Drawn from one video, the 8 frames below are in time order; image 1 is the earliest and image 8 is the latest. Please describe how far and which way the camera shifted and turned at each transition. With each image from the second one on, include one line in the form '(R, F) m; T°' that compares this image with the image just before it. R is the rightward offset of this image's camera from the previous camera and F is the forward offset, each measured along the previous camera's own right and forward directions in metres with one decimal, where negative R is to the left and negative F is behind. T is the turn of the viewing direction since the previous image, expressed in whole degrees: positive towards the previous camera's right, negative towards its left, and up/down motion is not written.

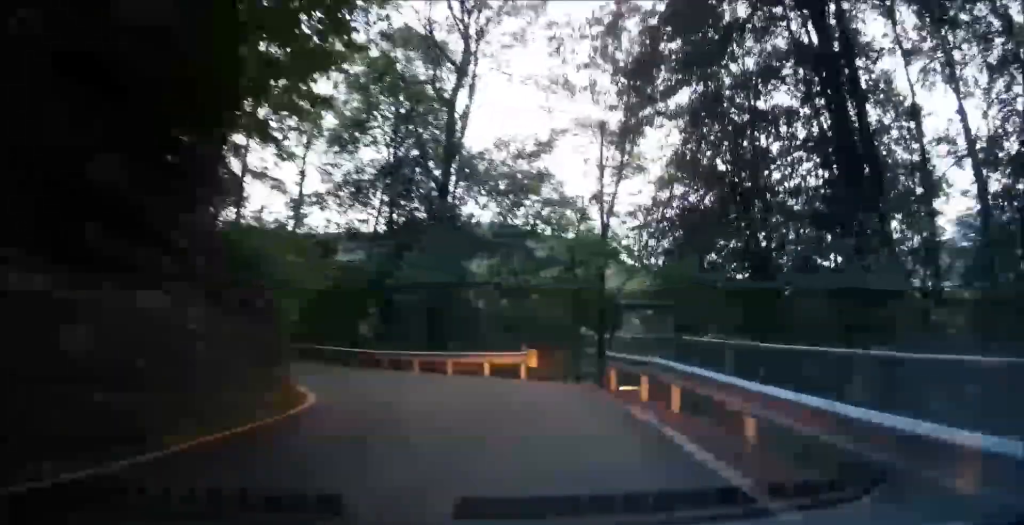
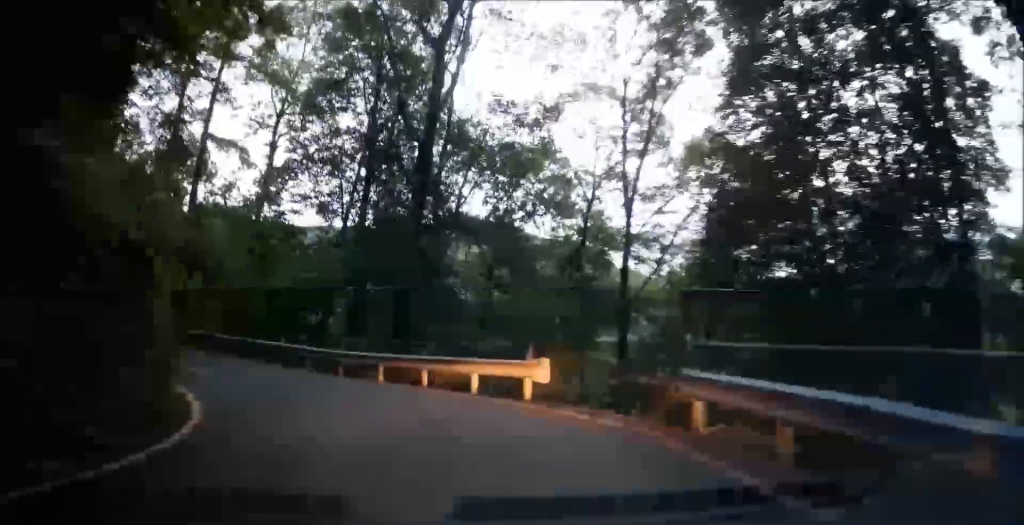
(+0.4, +5.5) m; 0°
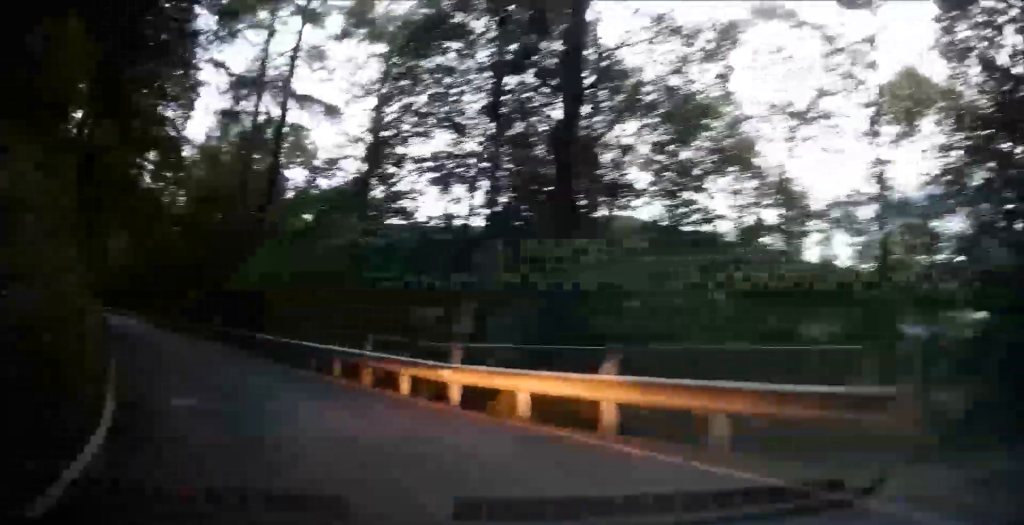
(-0.4, +7.4) m; -8°
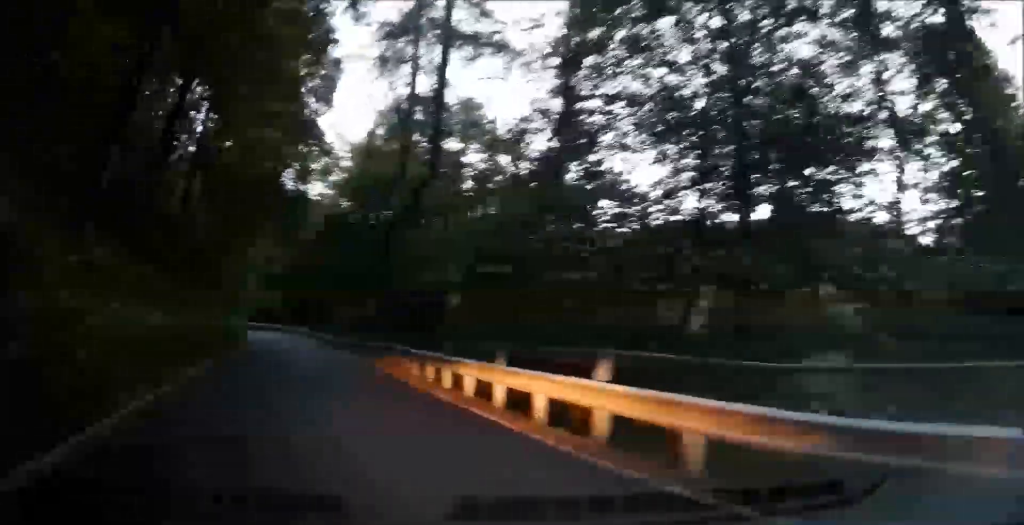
(-0.6, +6.9) m; -10°
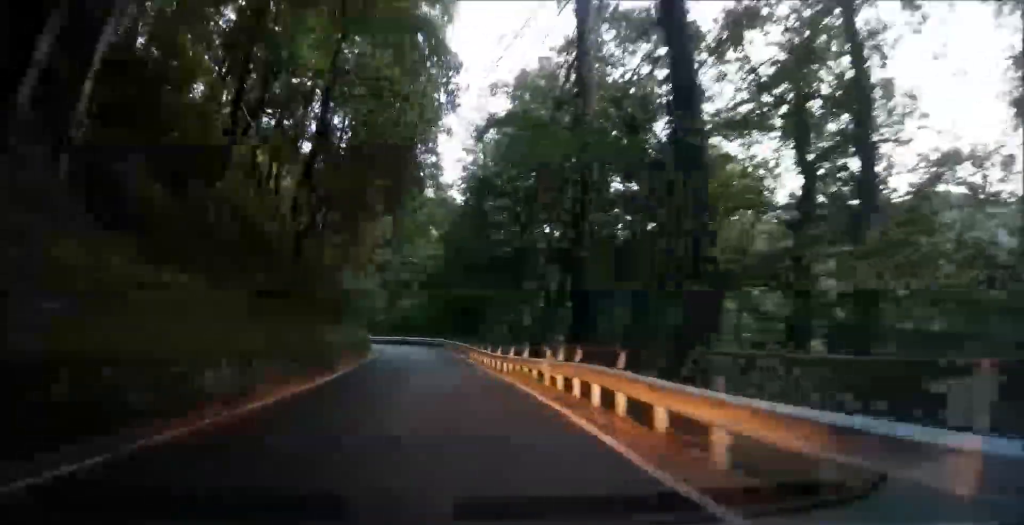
(-1.6, +12.3) m; -7°
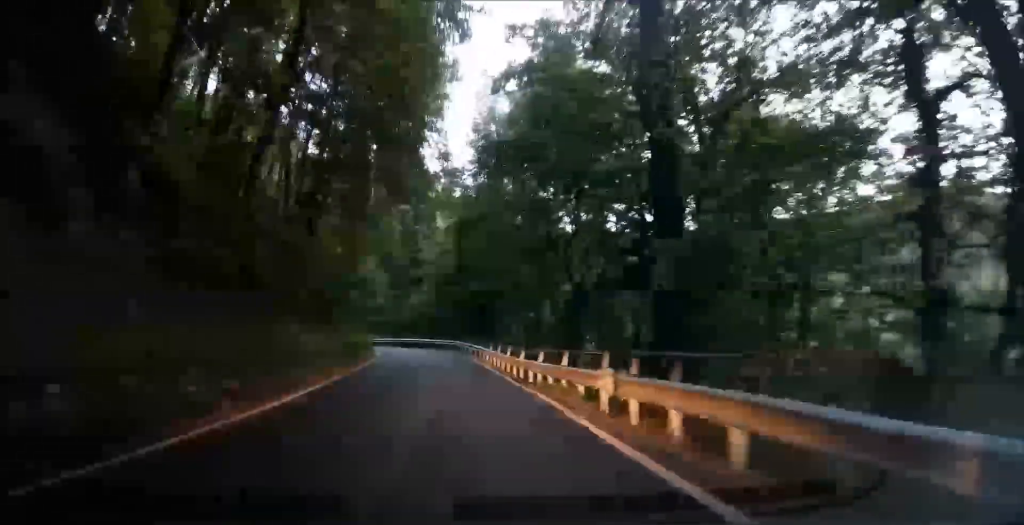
(+0.3, +5.6) m; +1°
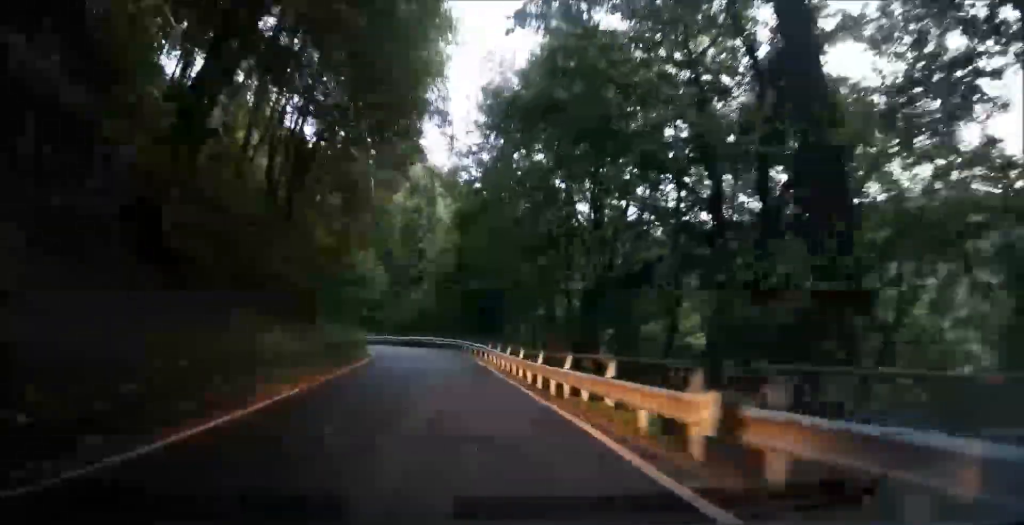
(+0.1, +4.3) m; +1°
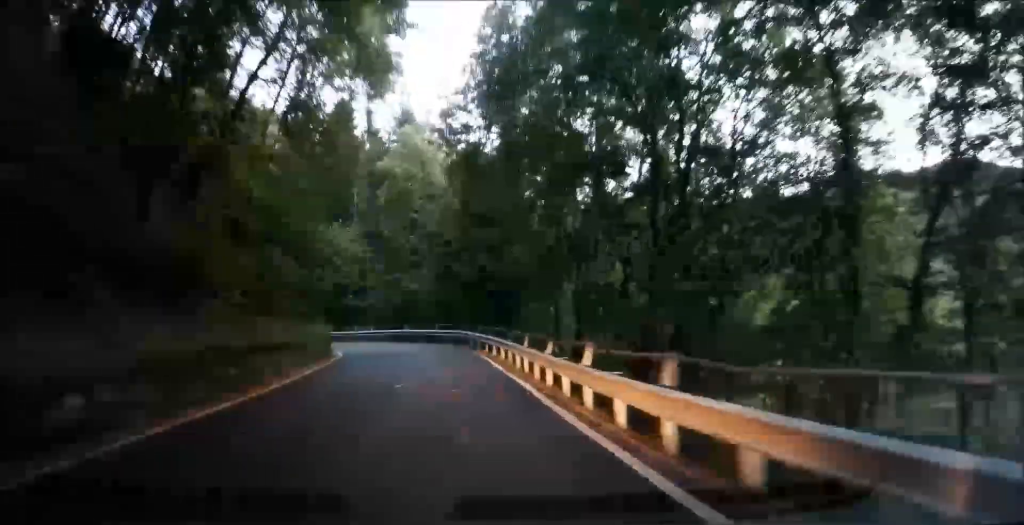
(-0.2, +10.9) m; -1°
